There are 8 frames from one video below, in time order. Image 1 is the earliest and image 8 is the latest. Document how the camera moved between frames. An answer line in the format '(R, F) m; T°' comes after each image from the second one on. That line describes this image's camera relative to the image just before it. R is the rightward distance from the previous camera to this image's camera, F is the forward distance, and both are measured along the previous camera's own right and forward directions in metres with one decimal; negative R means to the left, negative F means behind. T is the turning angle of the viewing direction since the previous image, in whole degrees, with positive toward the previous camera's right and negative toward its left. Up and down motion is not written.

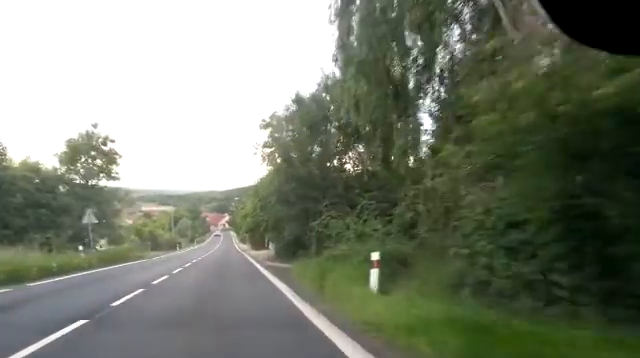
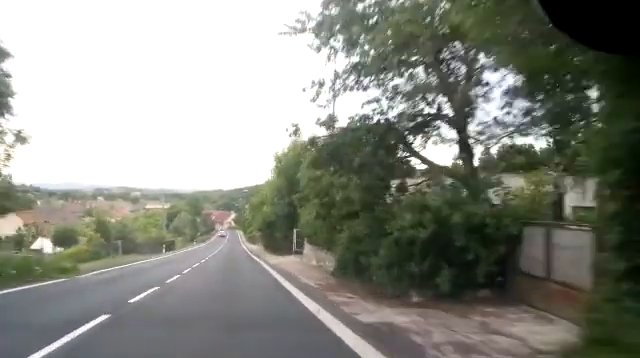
(-0.6, +19.7) m; -1°
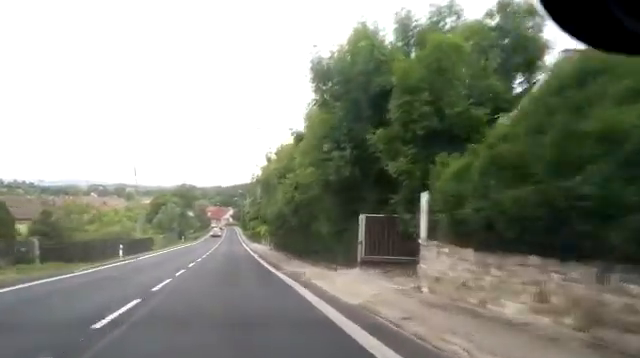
(+0.4, +17.8) m; +1°
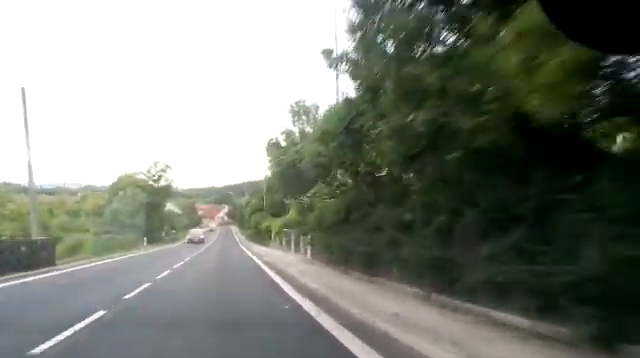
(-0.4, +25.8) m; 0°
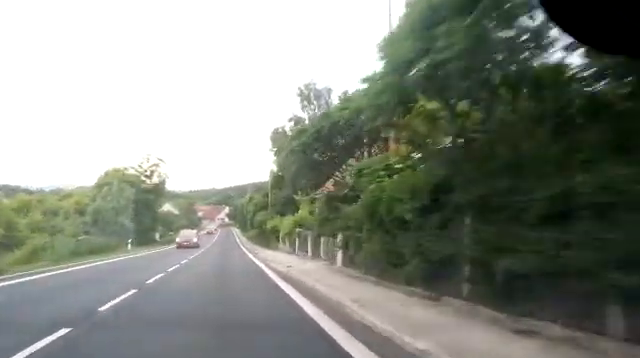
(-0.1, +6.4) m; +1°
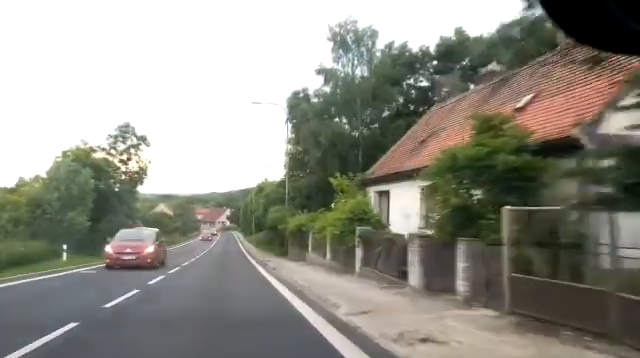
(+0.5, +13.8) m; 0°
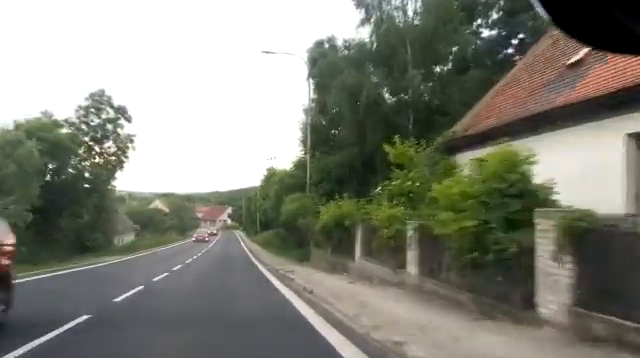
(+0.1, +9.0) m; -1°
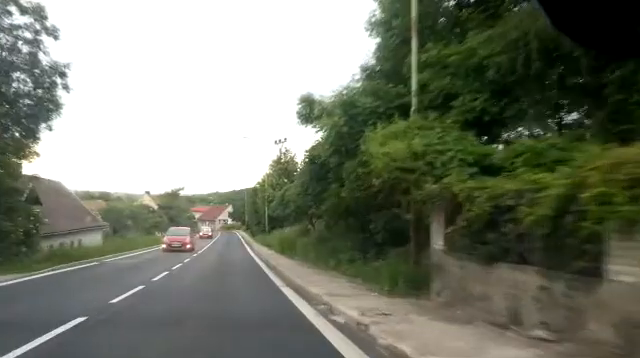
(-0.8, +14.9) m; -1°
